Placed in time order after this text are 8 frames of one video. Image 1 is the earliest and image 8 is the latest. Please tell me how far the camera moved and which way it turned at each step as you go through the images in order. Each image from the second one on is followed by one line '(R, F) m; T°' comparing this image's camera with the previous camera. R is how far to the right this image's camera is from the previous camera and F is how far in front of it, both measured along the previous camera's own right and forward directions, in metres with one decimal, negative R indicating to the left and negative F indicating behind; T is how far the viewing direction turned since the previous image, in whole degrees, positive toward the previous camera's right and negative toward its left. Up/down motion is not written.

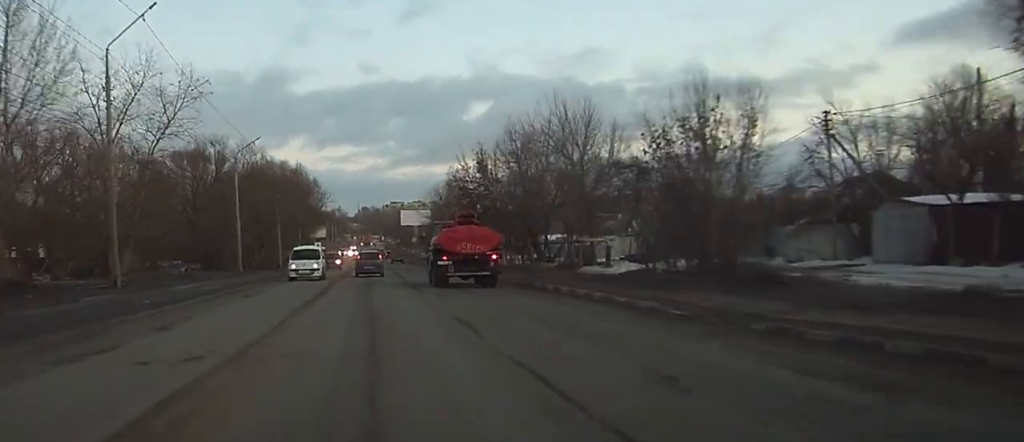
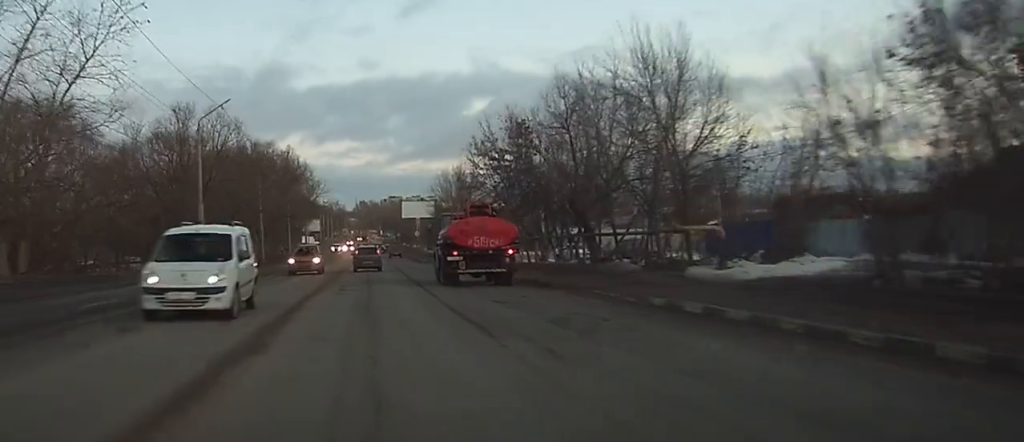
(0.0, +15.0) m; 0°
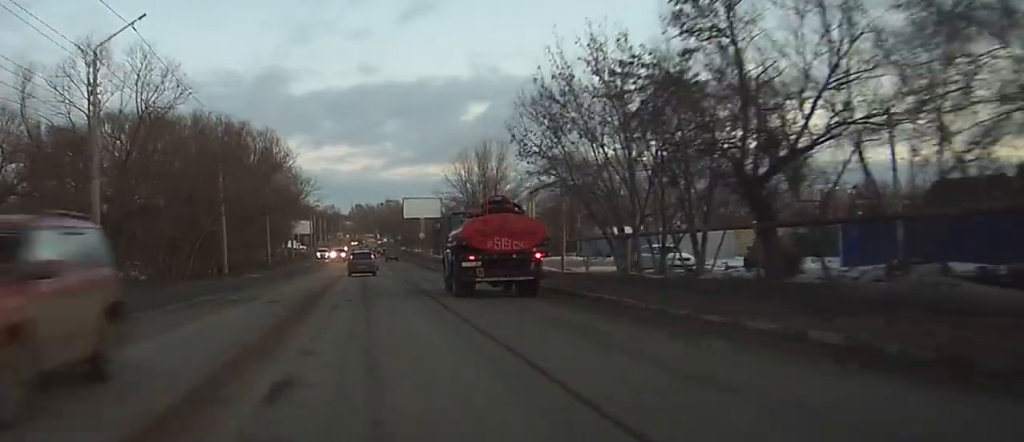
(+0.1, +21.0) m; +1°
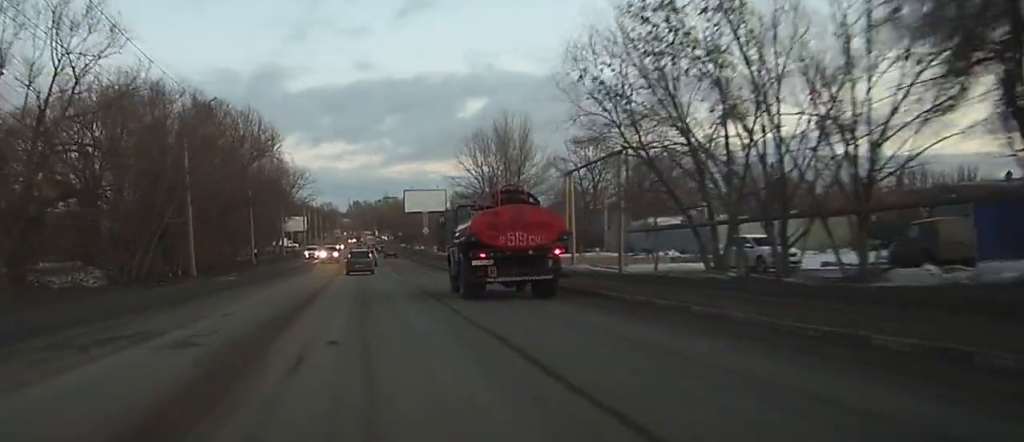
(+0.1, +11.8) m; 0°
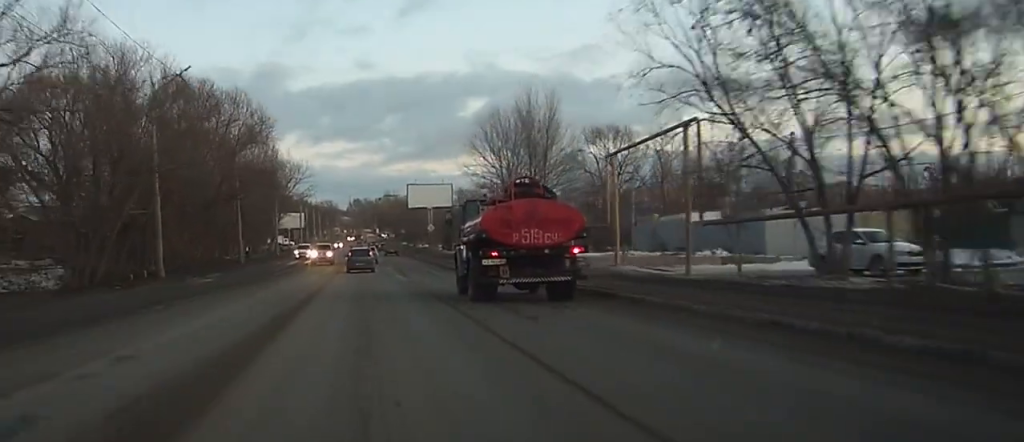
(0.0, +8.3) m; 0°
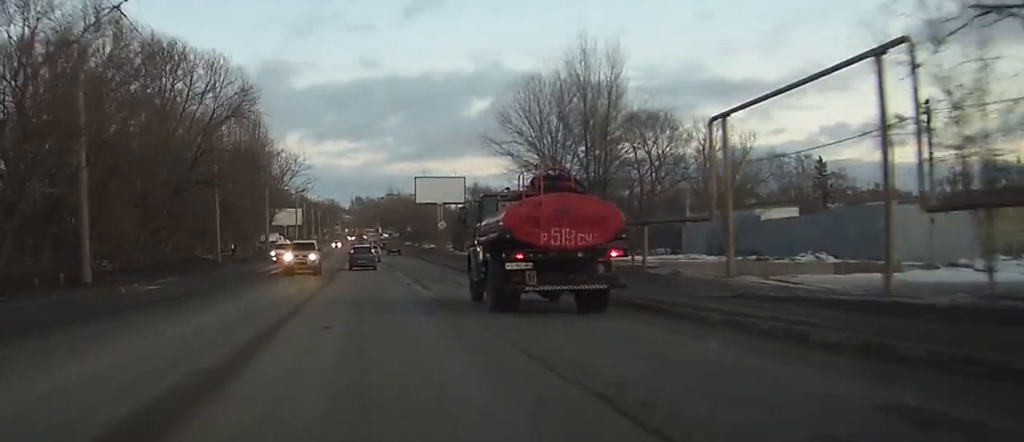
(0.0, +12.4) m; 0°
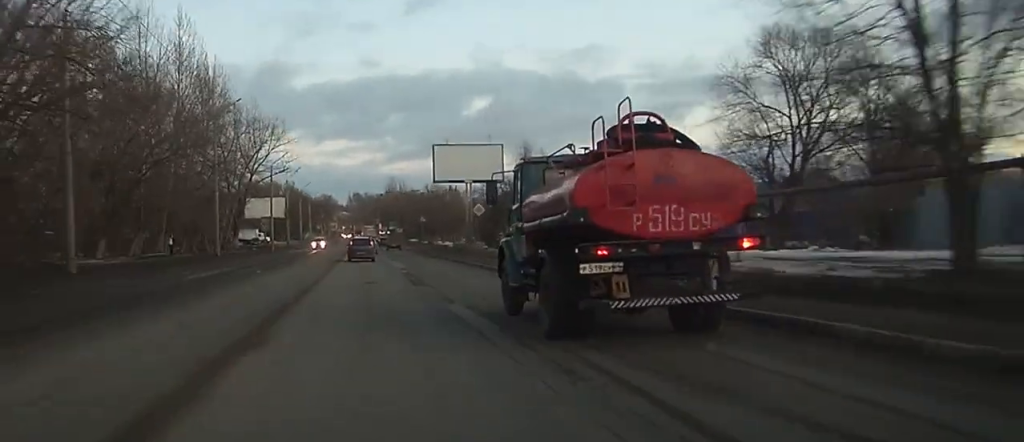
(+0.2, +31.4) m; 0°
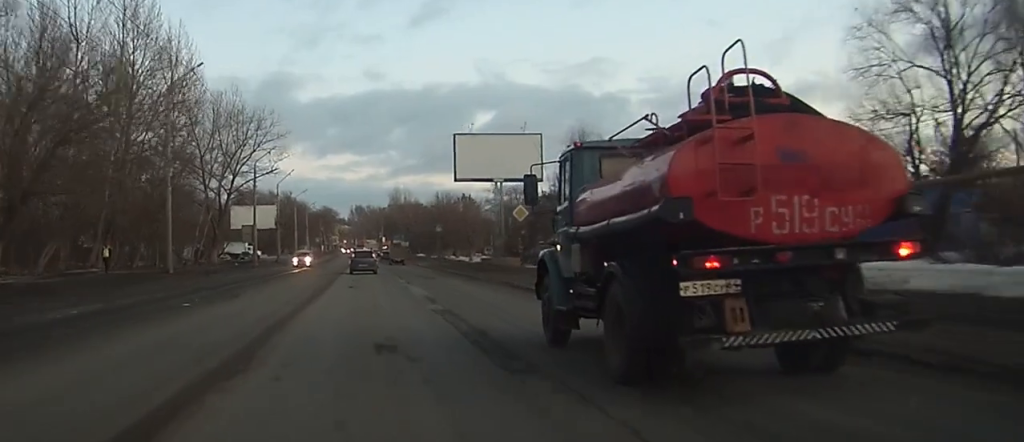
(-0.1, +16.0) m; -1°
